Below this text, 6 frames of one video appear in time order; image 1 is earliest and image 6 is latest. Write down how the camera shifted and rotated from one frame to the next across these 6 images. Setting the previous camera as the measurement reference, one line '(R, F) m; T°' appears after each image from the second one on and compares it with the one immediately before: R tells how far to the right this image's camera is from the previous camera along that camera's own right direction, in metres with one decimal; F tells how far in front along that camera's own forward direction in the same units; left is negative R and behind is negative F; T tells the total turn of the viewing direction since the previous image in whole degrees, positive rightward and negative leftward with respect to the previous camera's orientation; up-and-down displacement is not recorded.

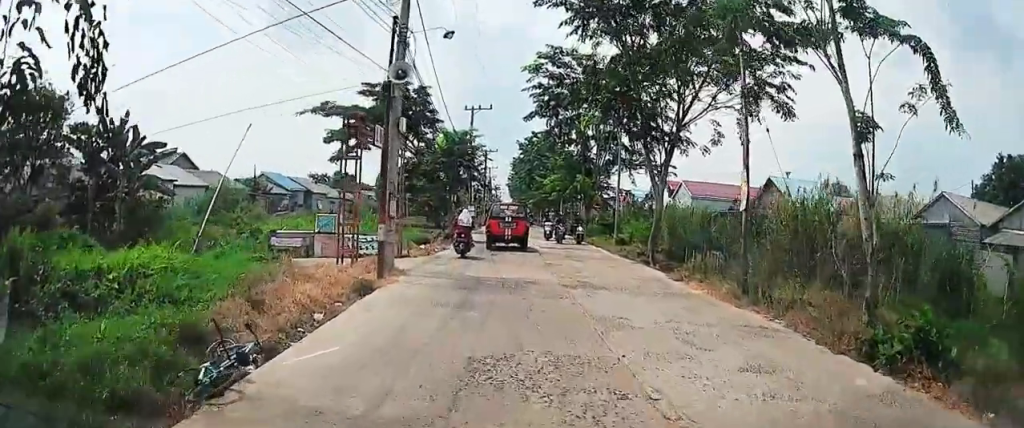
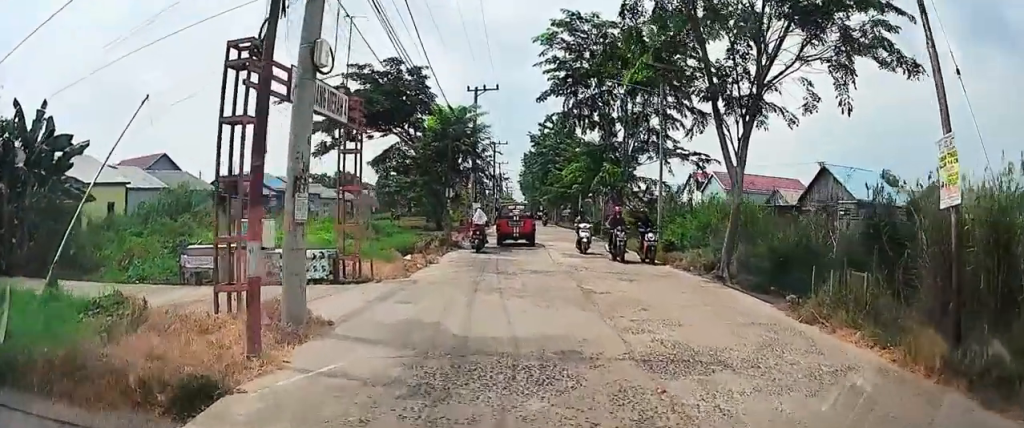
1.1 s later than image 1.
(0.0, +7.7) m; 0°
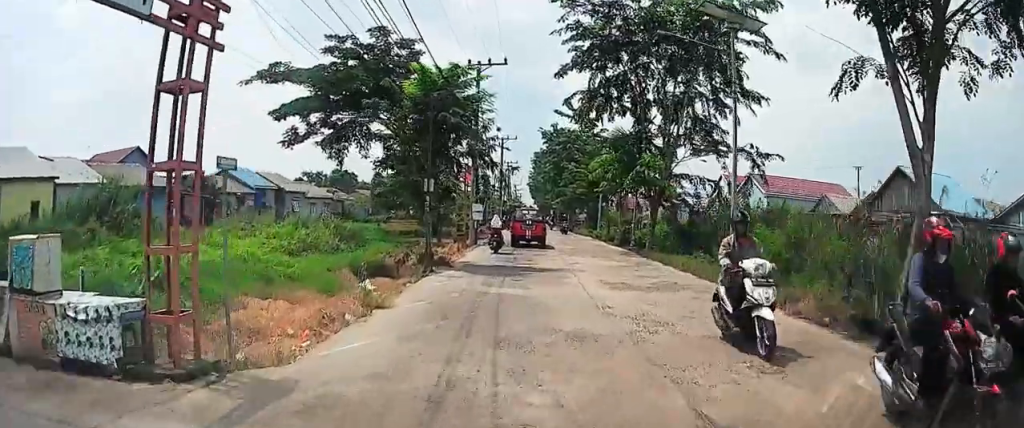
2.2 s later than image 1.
(-0.1, +8.0) m; -1°
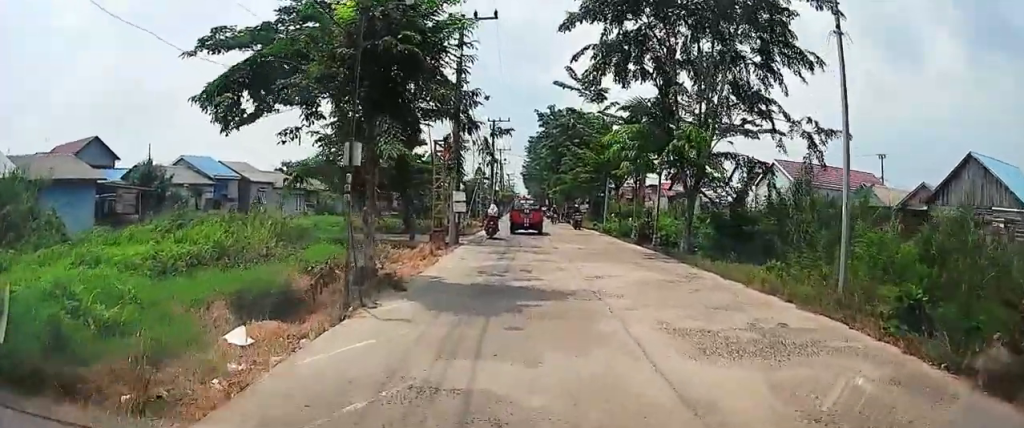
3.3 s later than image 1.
(0.0, +7.2) m; 0°
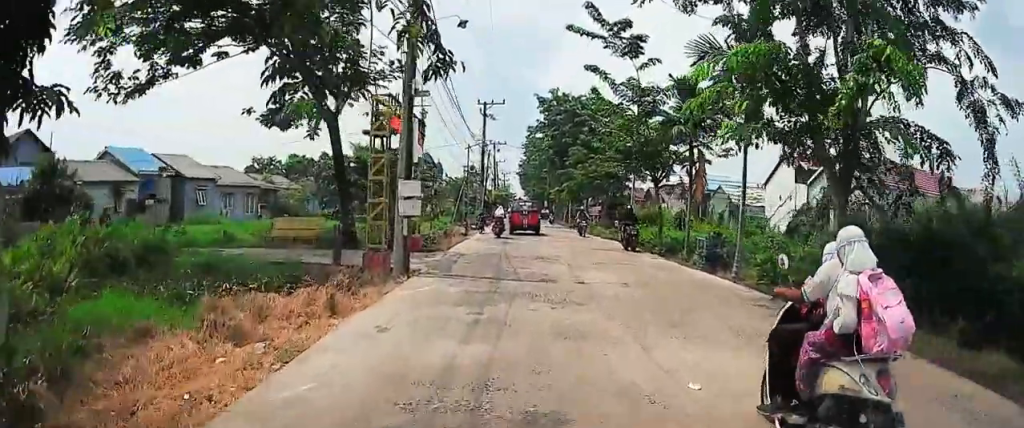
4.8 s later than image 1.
(0.0, +10.5) m; 0°
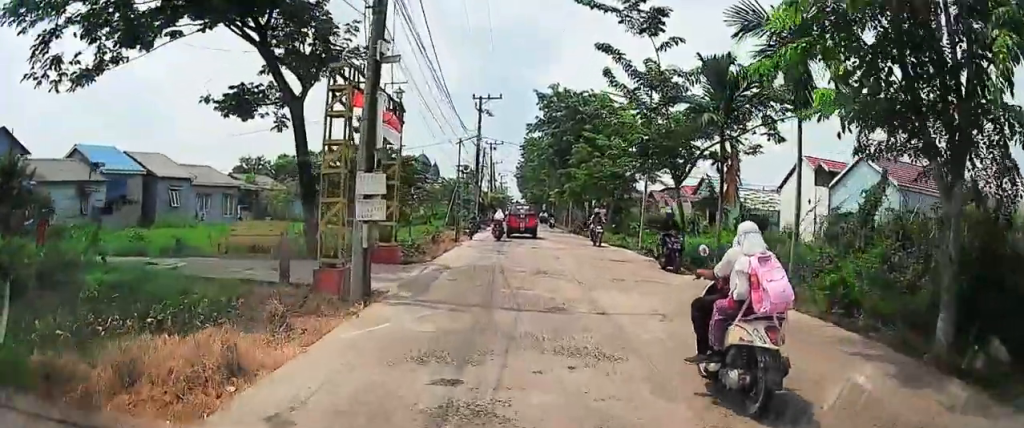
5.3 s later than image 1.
(0.0, +3.4) m; 0°
